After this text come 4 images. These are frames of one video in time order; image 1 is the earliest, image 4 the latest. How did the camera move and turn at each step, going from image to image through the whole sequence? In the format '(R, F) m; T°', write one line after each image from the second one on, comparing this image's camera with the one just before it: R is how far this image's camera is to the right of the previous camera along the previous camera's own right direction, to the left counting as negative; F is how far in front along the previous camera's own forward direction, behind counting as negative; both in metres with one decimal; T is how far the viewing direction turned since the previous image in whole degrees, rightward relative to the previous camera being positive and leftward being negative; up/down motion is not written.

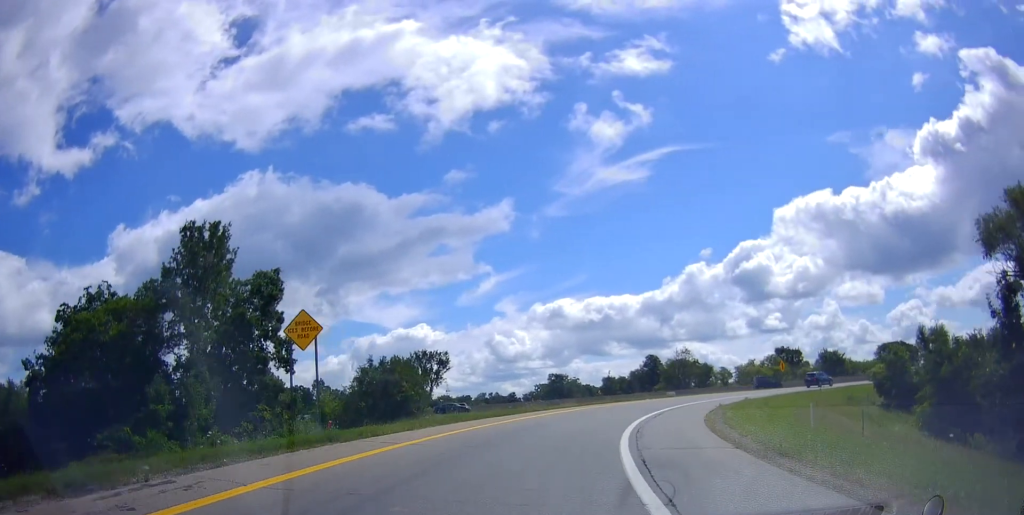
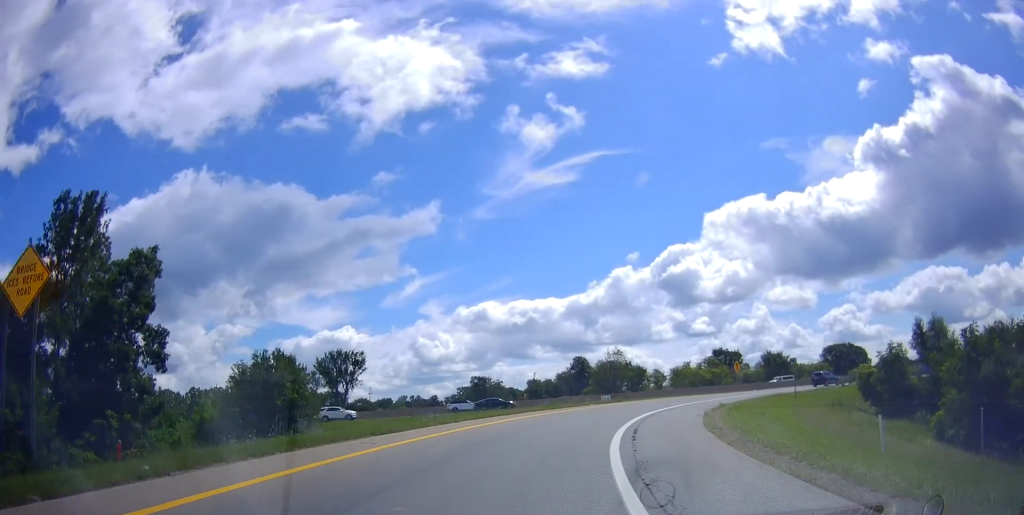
(+0.3, +11.2) m; +6°
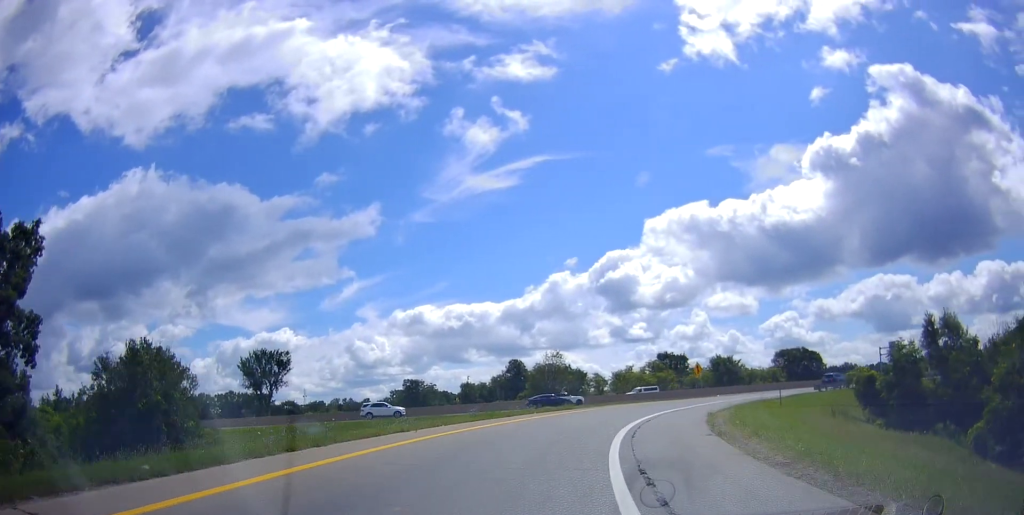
(-0.2, +9.9) m; +6°
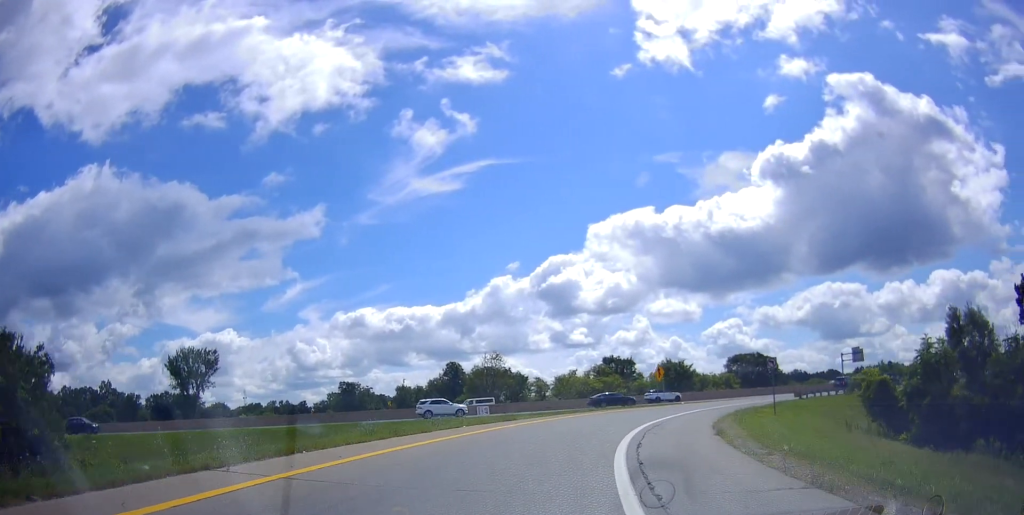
(+1.3, +9.1) m; +7°
